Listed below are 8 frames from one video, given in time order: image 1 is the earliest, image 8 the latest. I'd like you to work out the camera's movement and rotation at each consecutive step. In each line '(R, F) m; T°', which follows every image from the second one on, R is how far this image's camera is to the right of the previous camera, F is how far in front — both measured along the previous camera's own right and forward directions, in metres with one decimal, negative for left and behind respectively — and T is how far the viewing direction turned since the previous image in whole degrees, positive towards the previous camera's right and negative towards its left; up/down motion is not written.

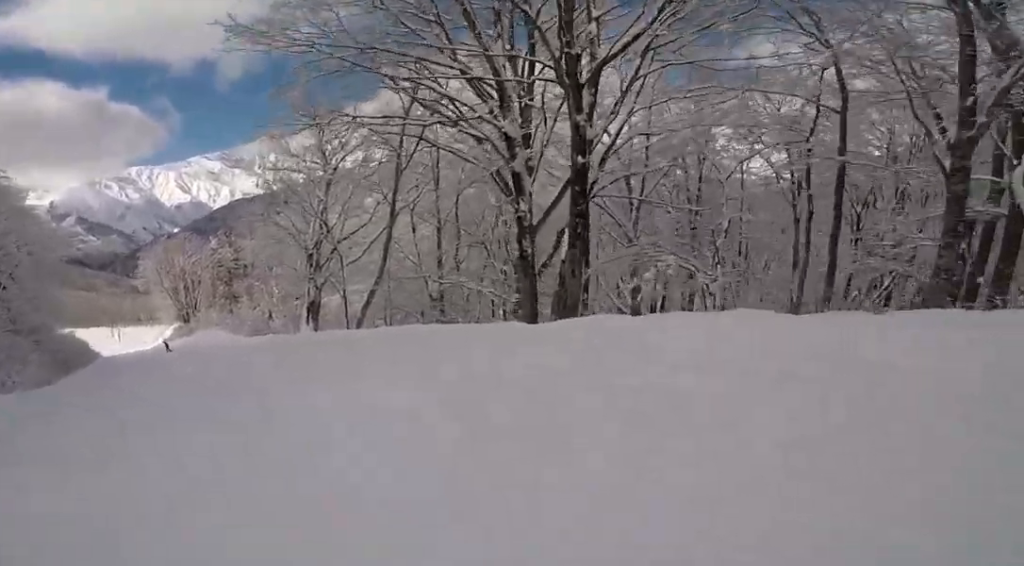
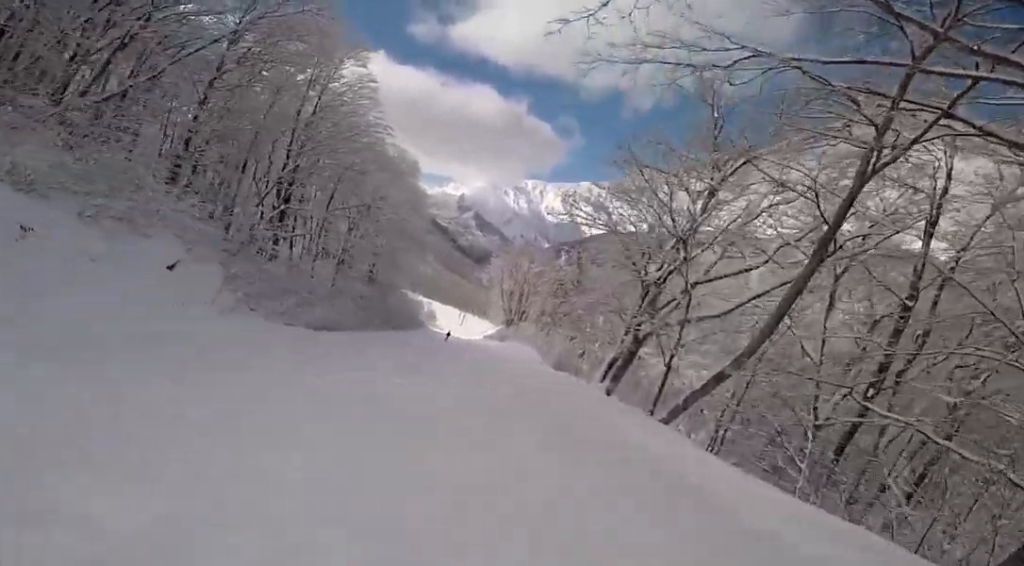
(-0.1, +8.4) m; -15°
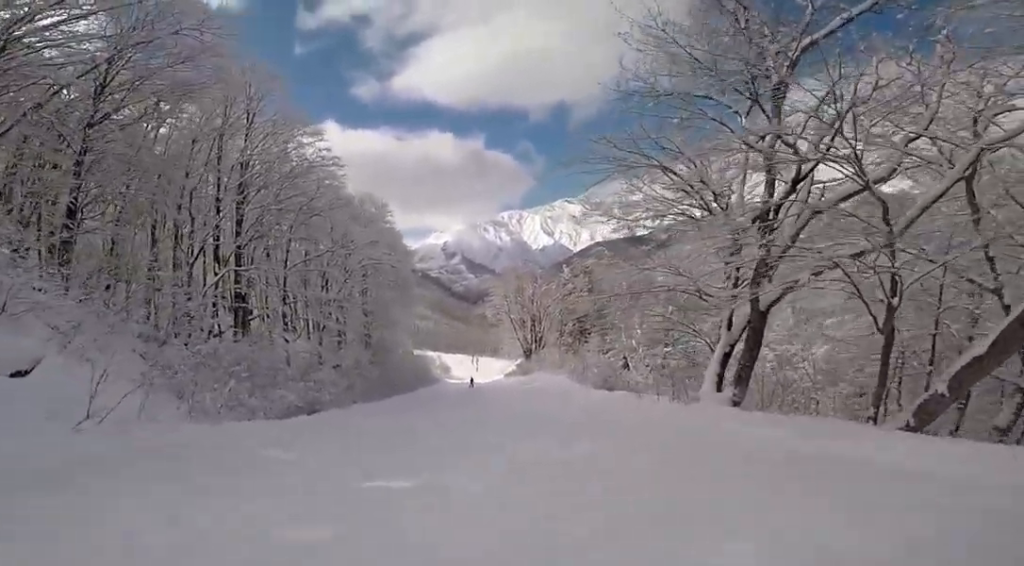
(-1.8, +7.1) m; -10°
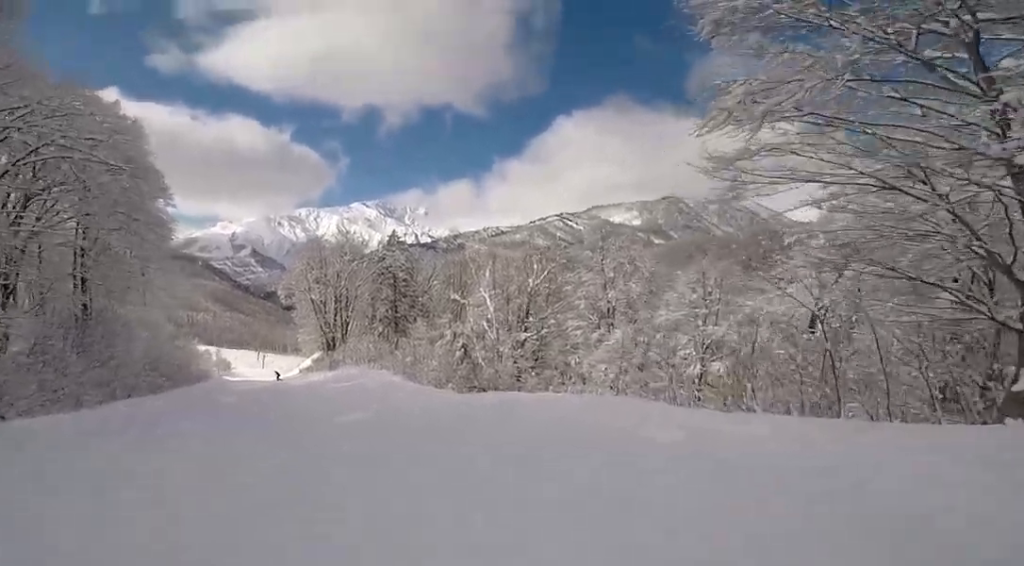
(+3.9, +14.8) m; +11°
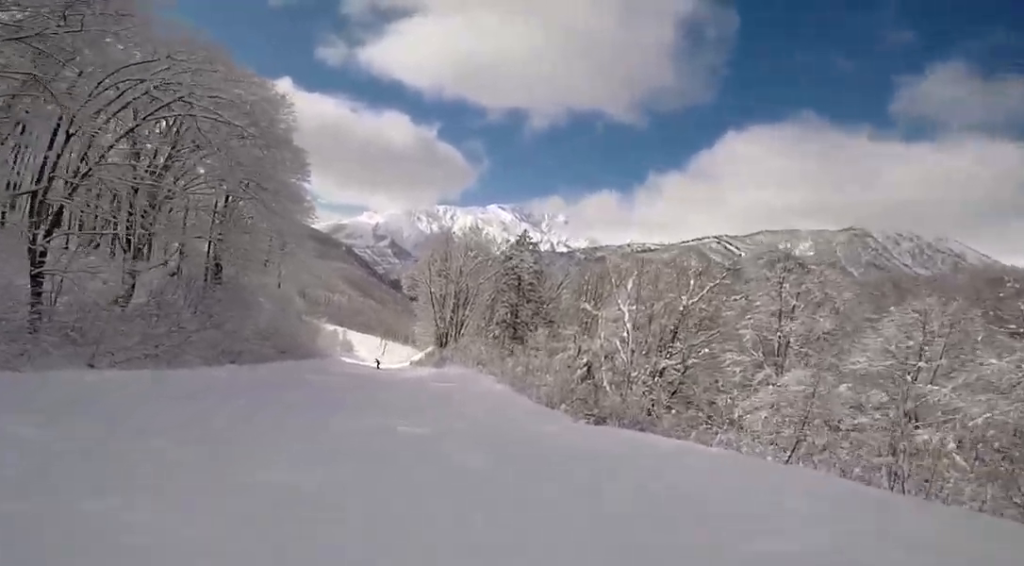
(-0.2, +3.0) m; -7°
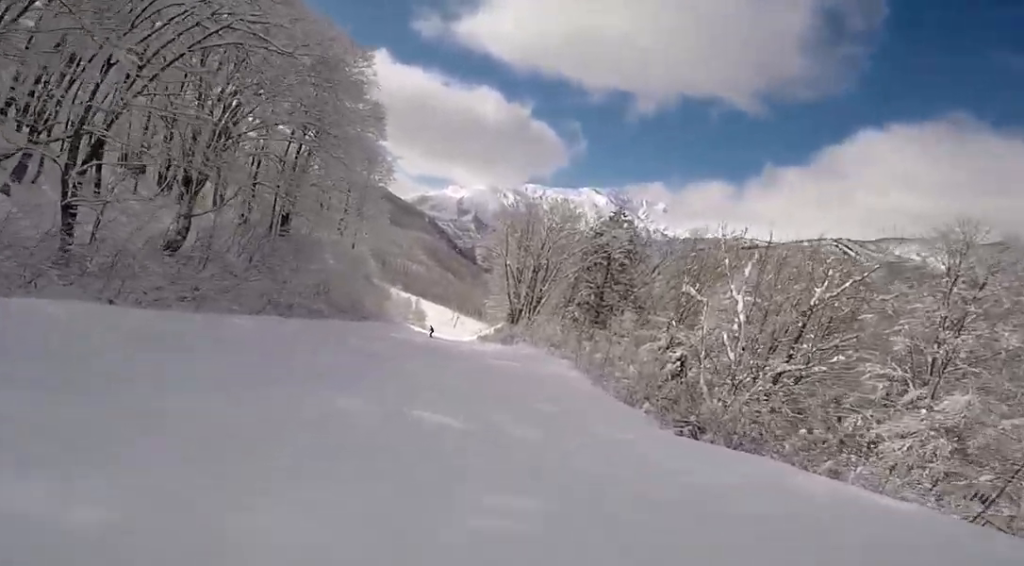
(-0.2, +3.1) m; -6°
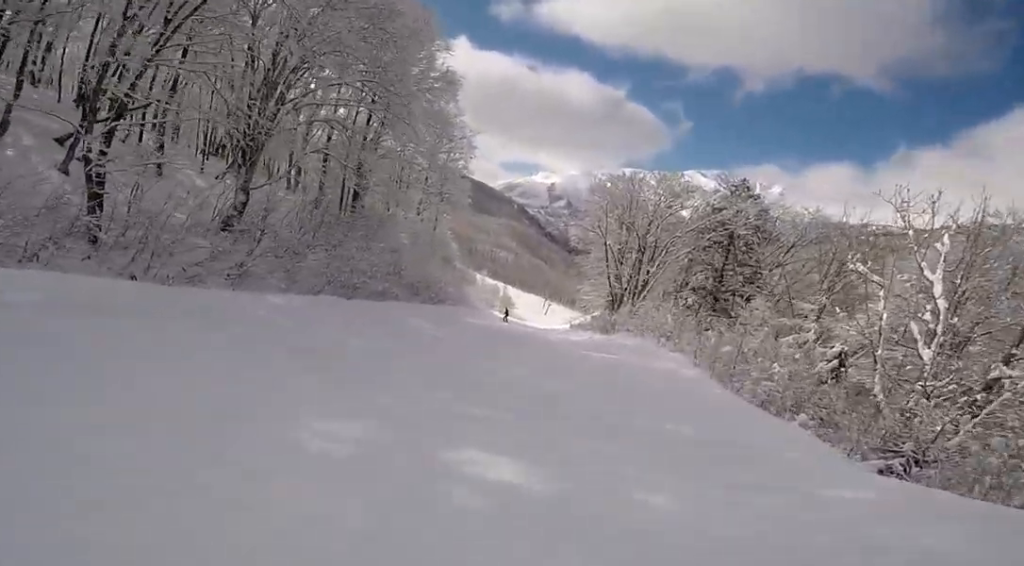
(-0.4, +3.7) m; -5°
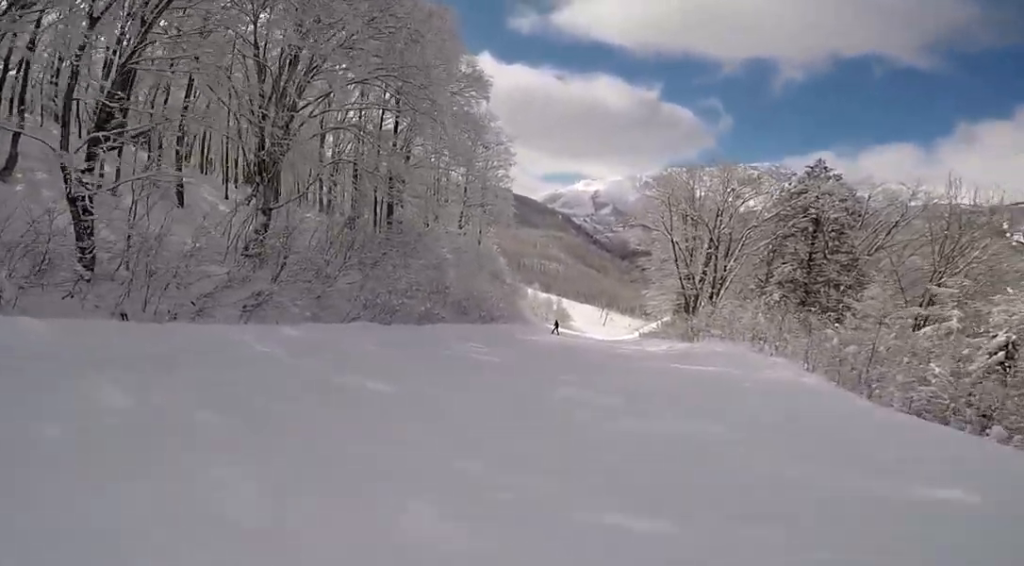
(-0.1, +3.2) m; -3°
